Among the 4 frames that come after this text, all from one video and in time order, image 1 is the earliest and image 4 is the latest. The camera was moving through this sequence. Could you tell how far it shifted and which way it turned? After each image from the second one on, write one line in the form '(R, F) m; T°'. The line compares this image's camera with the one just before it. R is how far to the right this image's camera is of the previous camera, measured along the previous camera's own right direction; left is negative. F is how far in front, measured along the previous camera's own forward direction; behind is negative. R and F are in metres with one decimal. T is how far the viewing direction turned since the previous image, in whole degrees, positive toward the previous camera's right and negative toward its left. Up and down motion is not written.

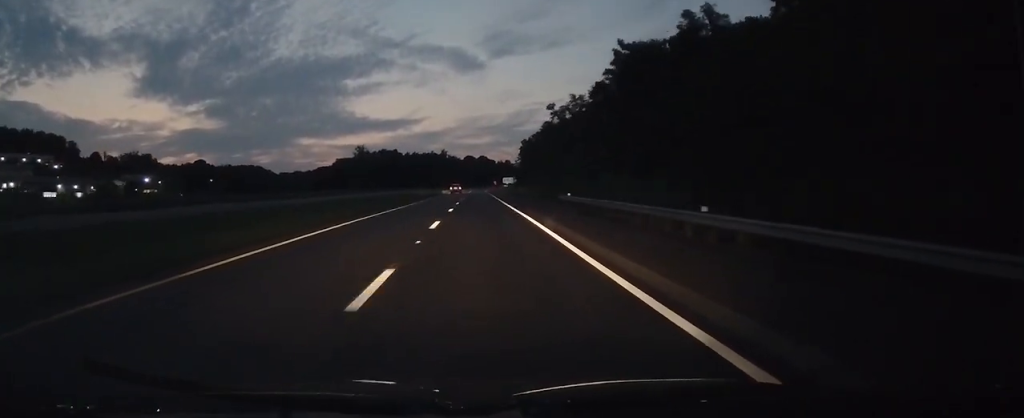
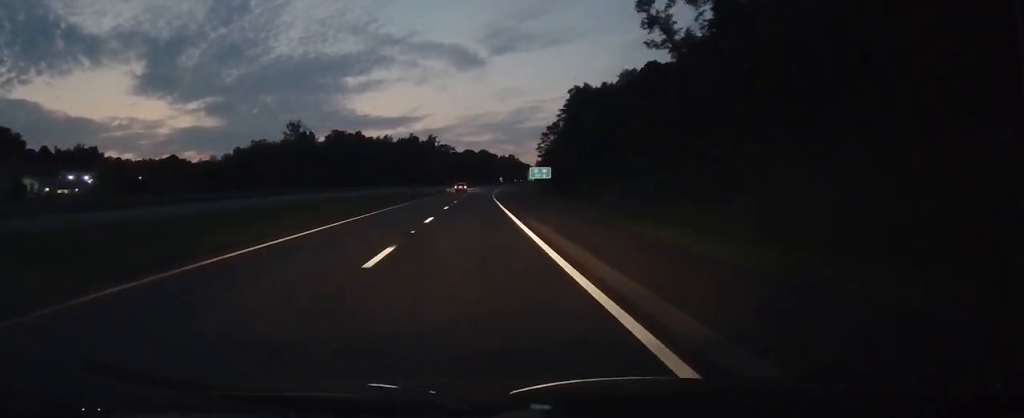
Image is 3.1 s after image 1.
(+1.8, +94.0) m; +2°
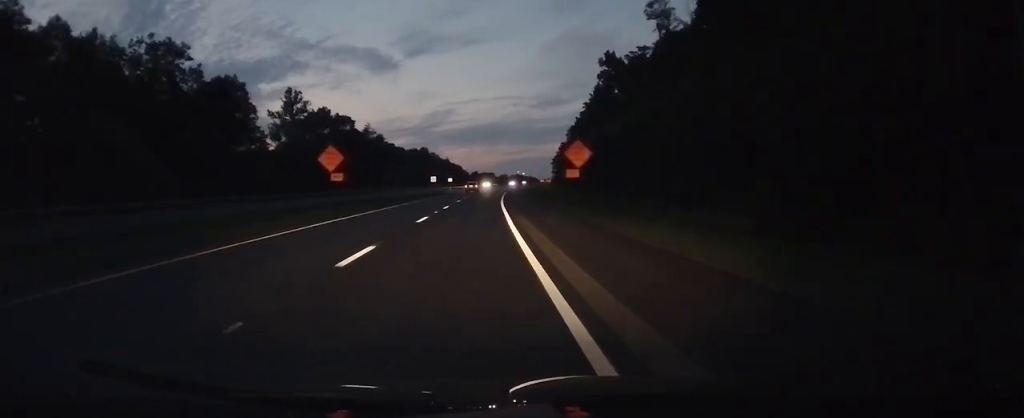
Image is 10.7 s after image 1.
(+15.7, +233.8) m; +9°
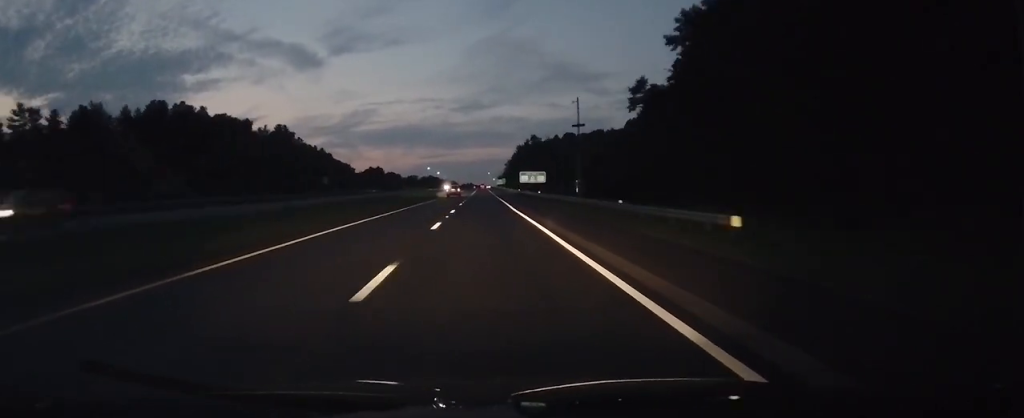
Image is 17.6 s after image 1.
(+16.5, +218.7) m; +6°
